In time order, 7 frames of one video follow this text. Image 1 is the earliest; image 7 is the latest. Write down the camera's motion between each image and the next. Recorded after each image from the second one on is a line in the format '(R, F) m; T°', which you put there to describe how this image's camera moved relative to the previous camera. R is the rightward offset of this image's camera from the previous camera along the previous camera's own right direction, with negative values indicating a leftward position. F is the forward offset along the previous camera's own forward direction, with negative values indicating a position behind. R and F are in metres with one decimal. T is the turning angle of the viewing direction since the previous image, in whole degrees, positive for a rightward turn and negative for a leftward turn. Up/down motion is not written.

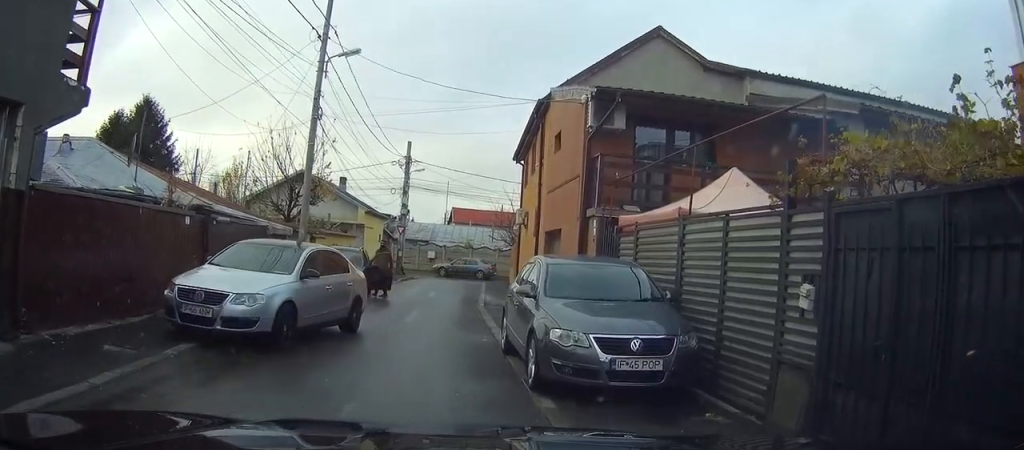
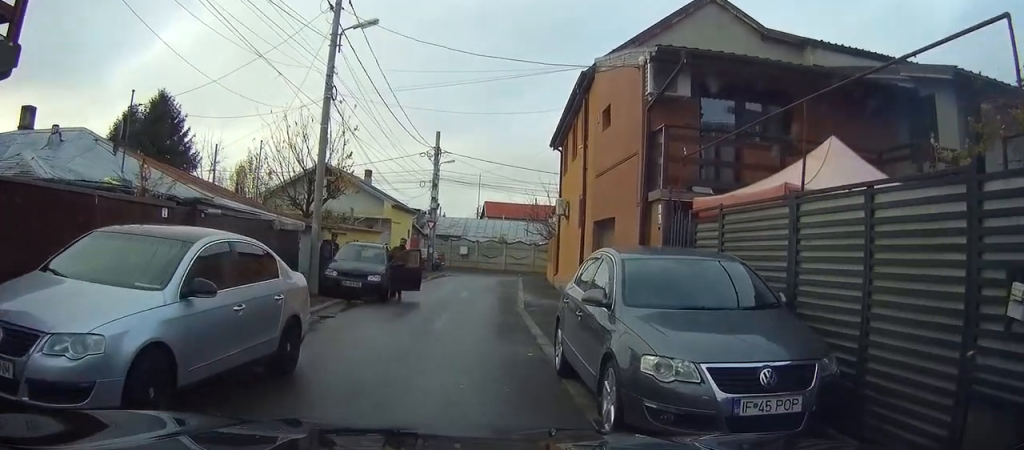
(+0.1, +2.1) m; +6°
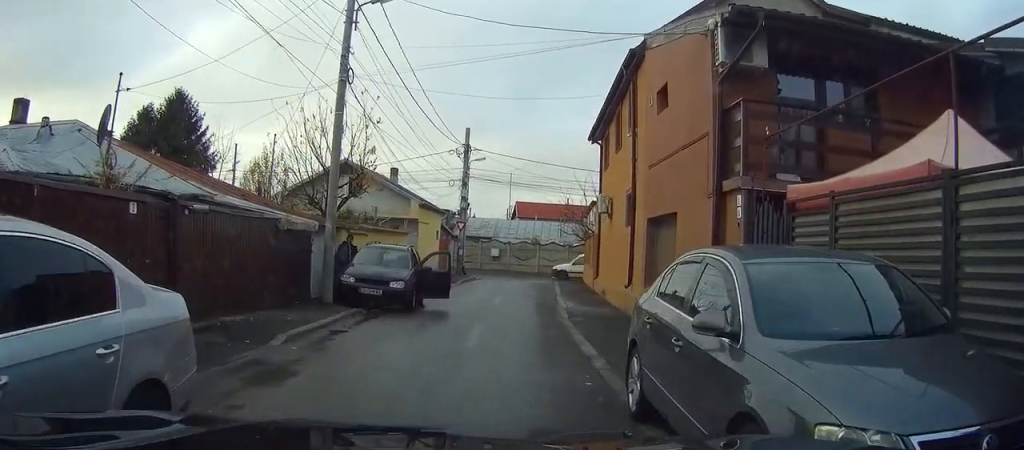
(+0.1, +1.9) m; +1°
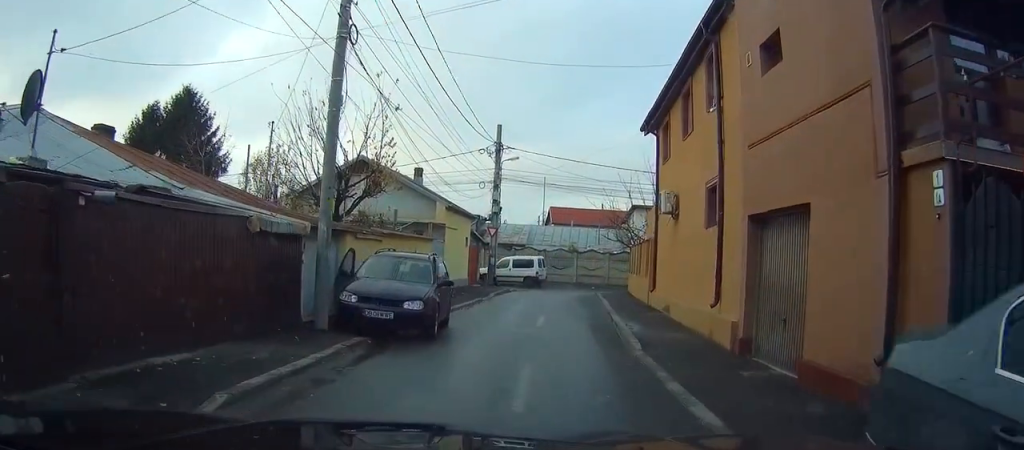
(-0.1, +3.2) m; +2°
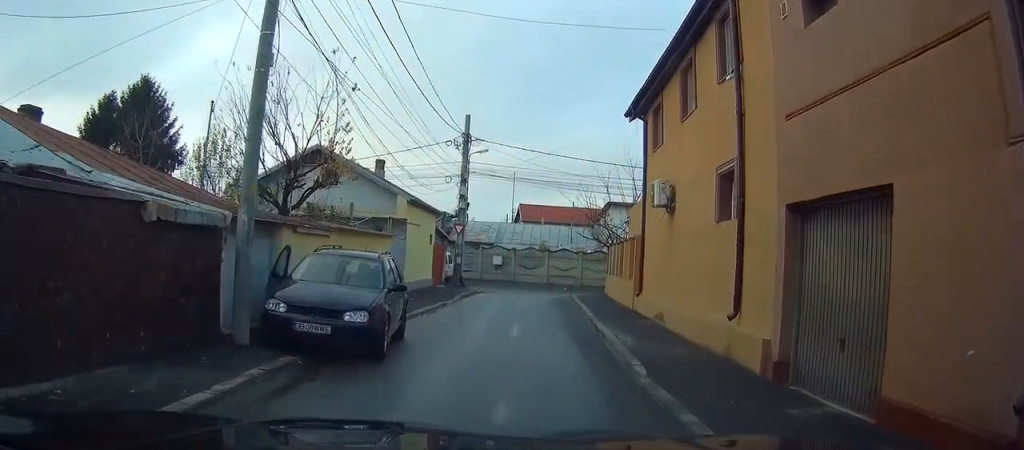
(0.0, +2.1) m; +1°
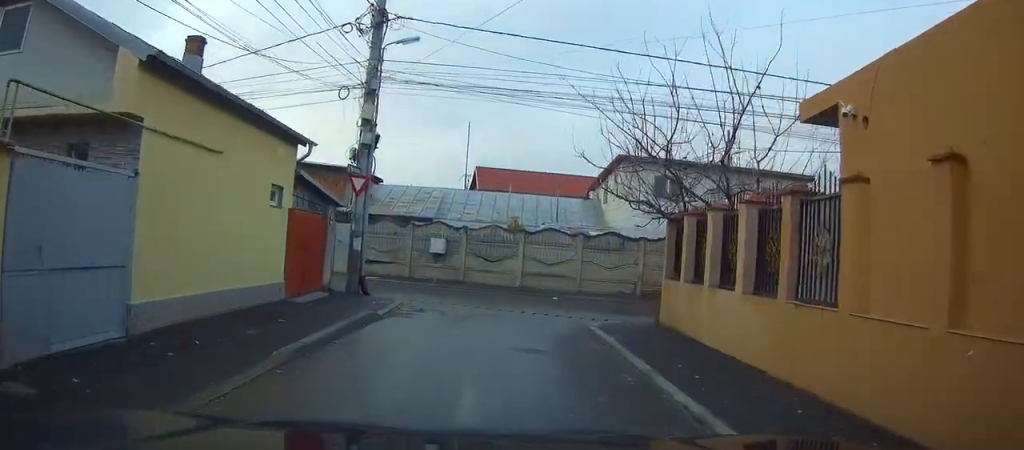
(-1.1, +16.0) m; -4°
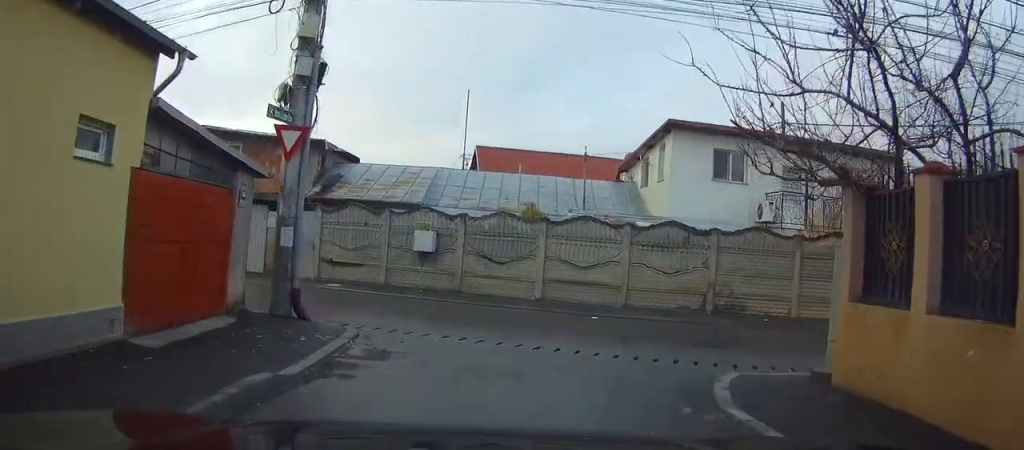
(+0.3, +7.4) m; +1°
